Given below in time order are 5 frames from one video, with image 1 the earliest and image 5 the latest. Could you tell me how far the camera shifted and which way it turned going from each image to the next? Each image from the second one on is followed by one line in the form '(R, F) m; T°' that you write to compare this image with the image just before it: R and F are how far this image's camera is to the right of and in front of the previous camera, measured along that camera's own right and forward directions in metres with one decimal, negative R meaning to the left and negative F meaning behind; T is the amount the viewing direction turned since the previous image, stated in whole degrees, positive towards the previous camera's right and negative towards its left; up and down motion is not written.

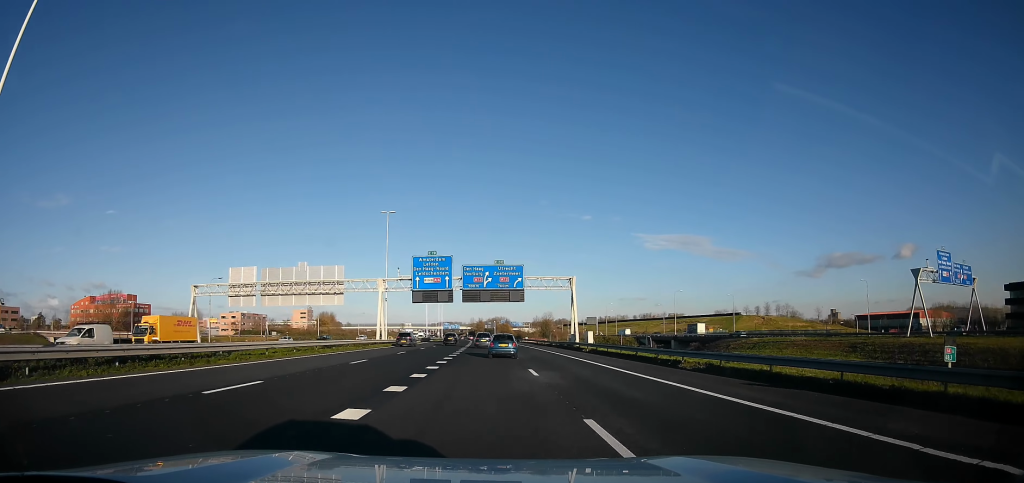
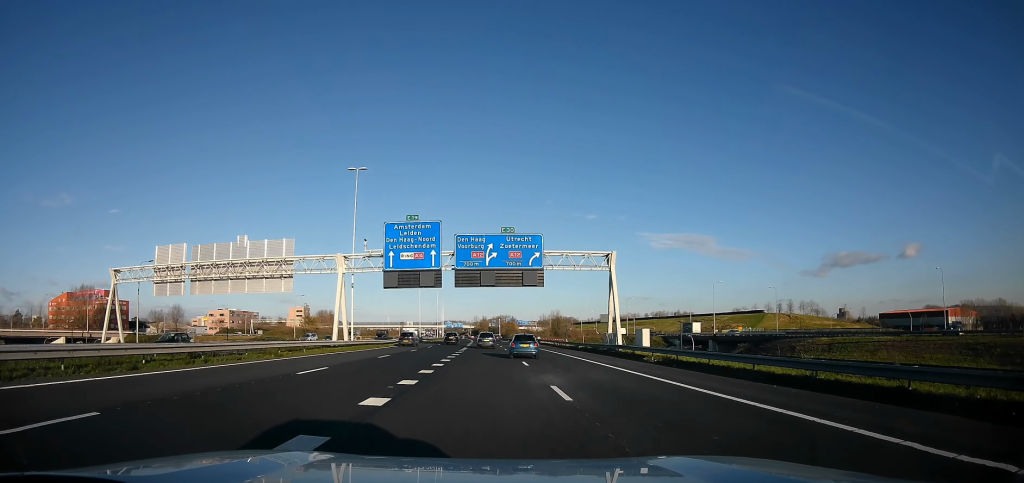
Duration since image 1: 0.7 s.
(-0.1, +18.7) m; 0°
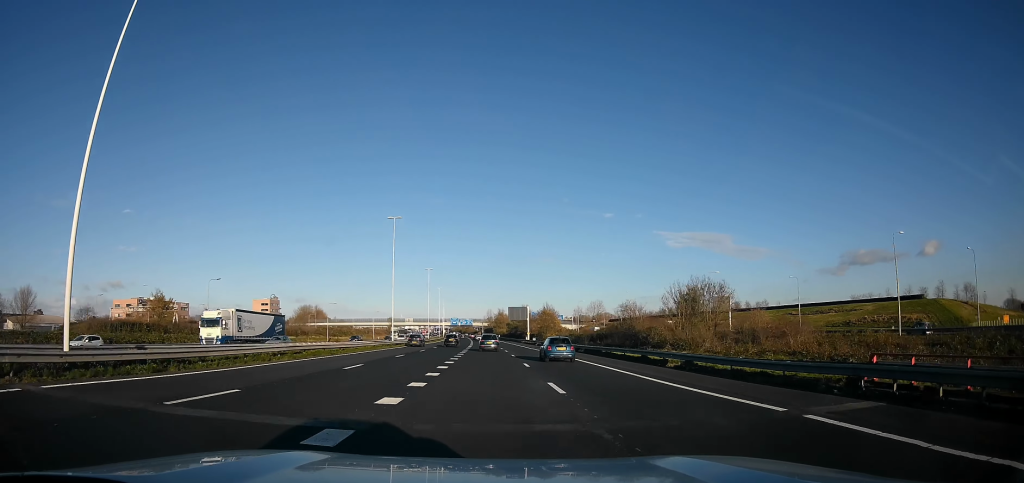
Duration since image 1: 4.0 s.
(-0.6, +91.7) m; -2°
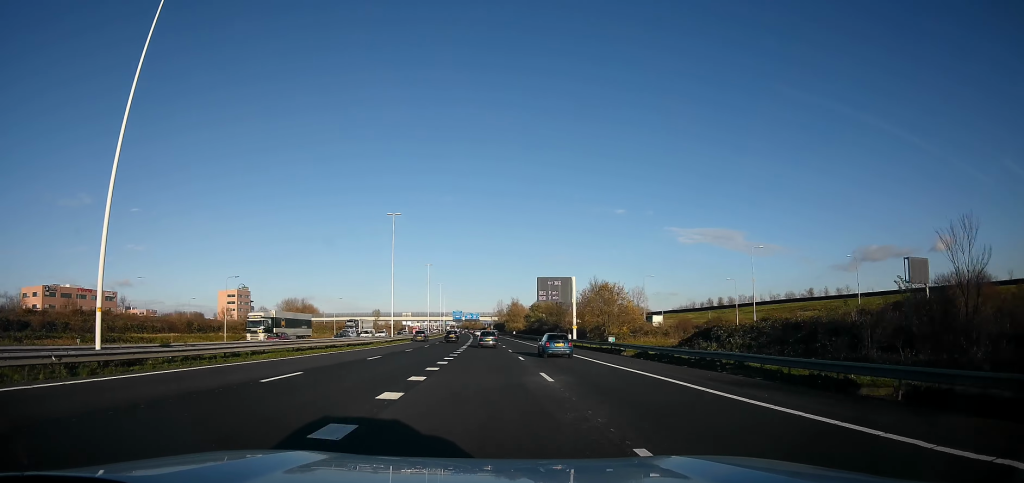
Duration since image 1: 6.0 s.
(-0.6, +55.1) m; 0°
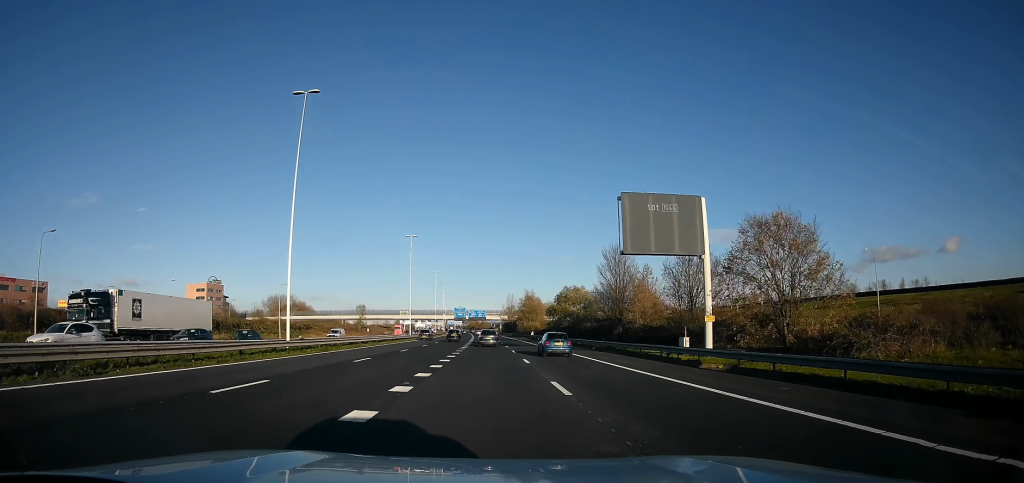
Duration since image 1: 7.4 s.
(+0.7, +38.5) m; +2°
